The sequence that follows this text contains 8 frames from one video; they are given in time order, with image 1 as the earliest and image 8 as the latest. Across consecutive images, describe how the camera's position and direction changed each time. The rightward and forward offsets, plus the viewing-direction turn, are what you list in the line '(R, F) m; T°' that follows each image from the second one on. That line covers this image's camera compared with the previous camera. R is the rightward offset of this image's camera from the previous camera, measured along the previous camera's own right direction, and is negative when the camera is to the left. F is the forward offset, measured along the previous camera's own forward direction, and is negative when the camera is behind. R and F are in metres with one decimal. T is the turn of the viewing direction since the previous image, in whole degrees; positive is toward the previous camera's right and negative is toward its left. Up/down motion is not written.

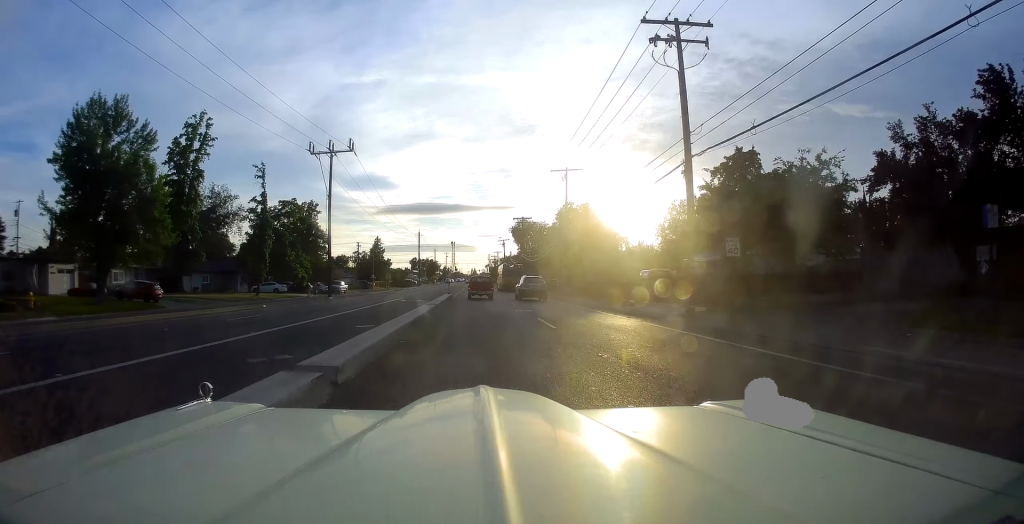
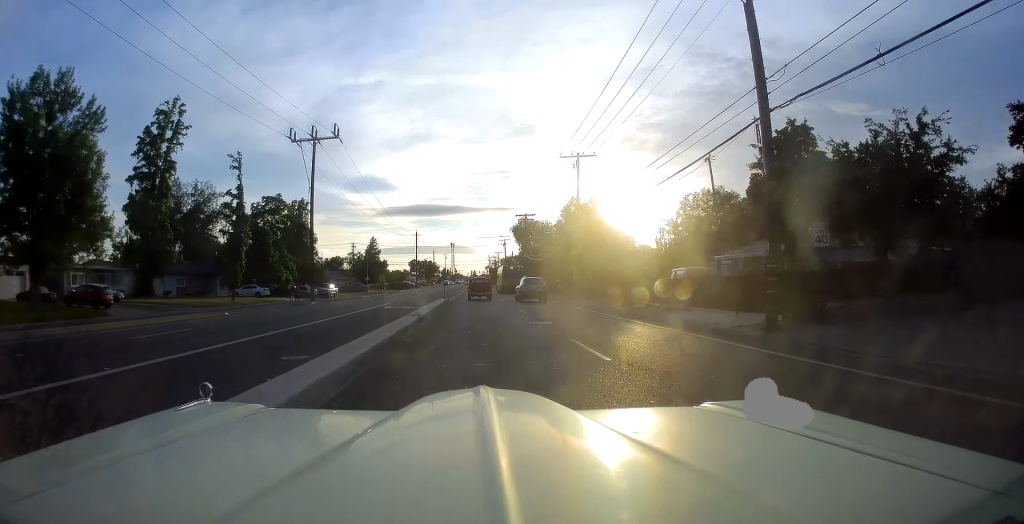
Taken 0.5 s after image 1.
(0.0, +6.6) m; +1°
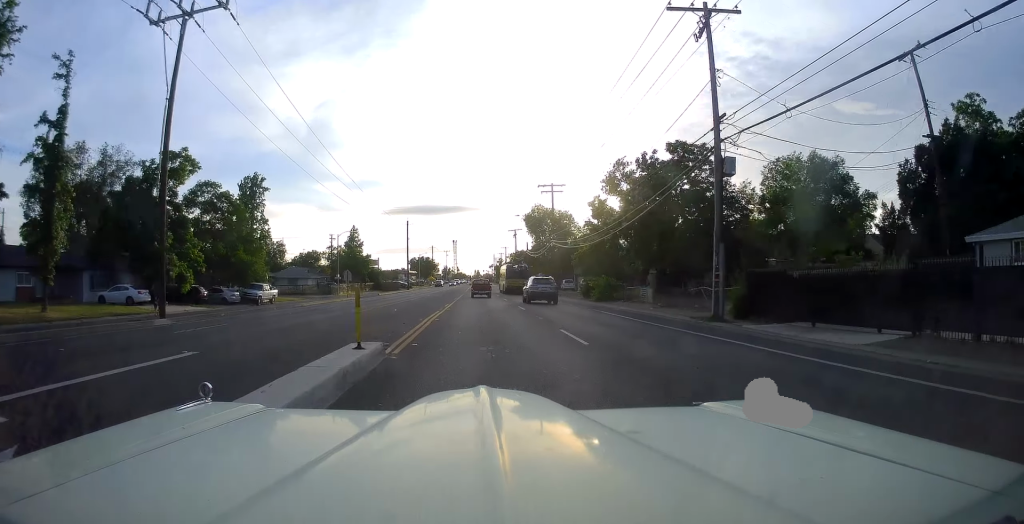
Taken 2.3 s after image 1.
(+0.5, +27.2) m; -1°
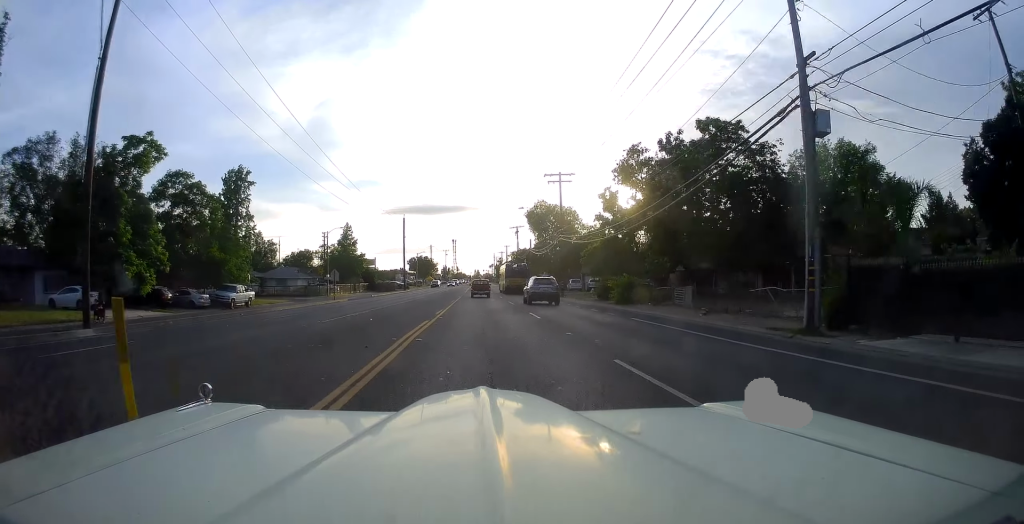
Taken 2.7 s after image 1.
(-0.4, +6.1) m; -1°
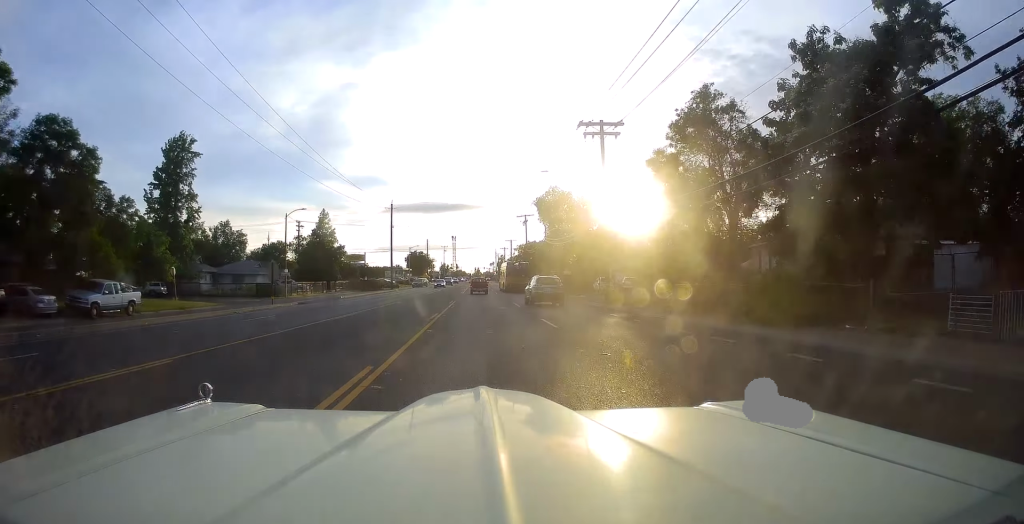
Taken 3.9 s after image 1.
(-0.1, +18.5) m; +1°
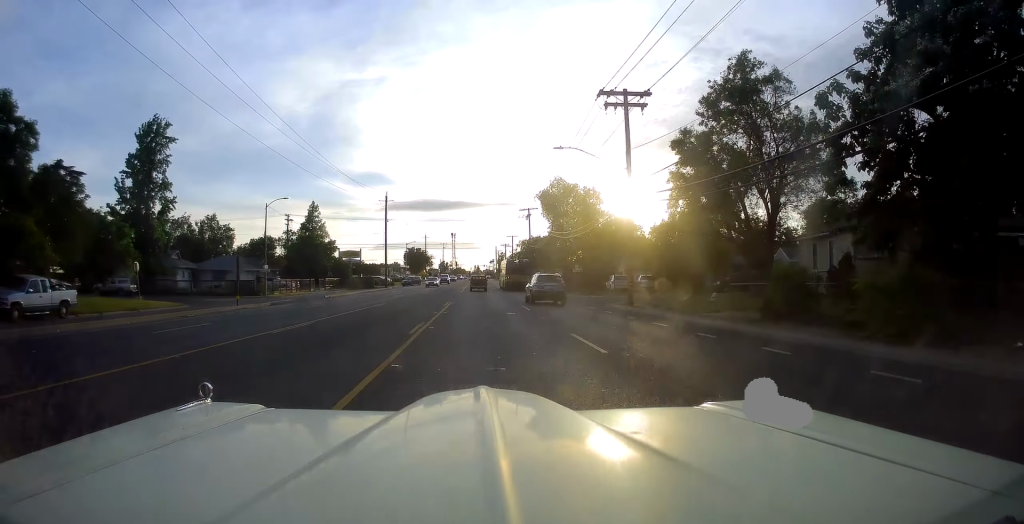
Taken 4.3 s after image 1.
(0.0, +6.3) m; 0°
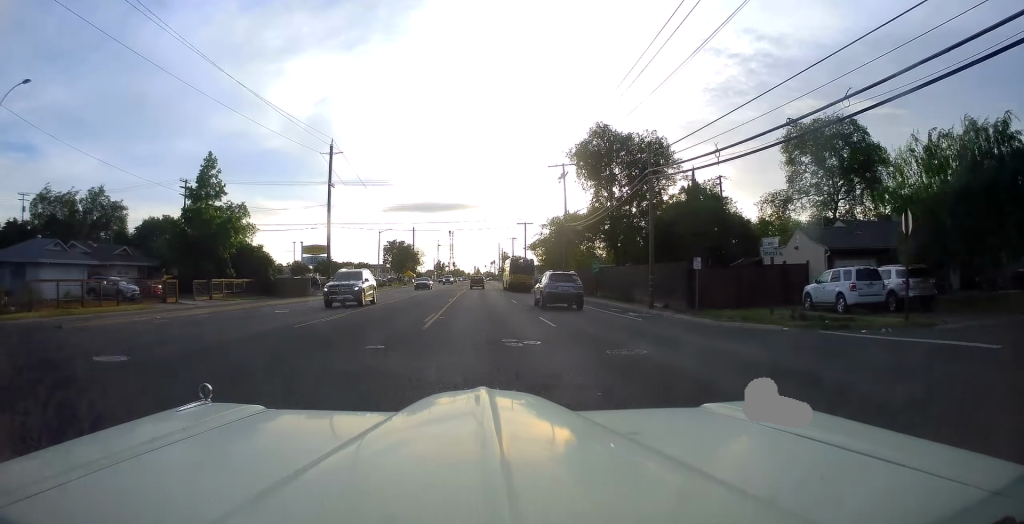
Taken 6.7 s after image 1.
(0.0, +37.0) m; 0°
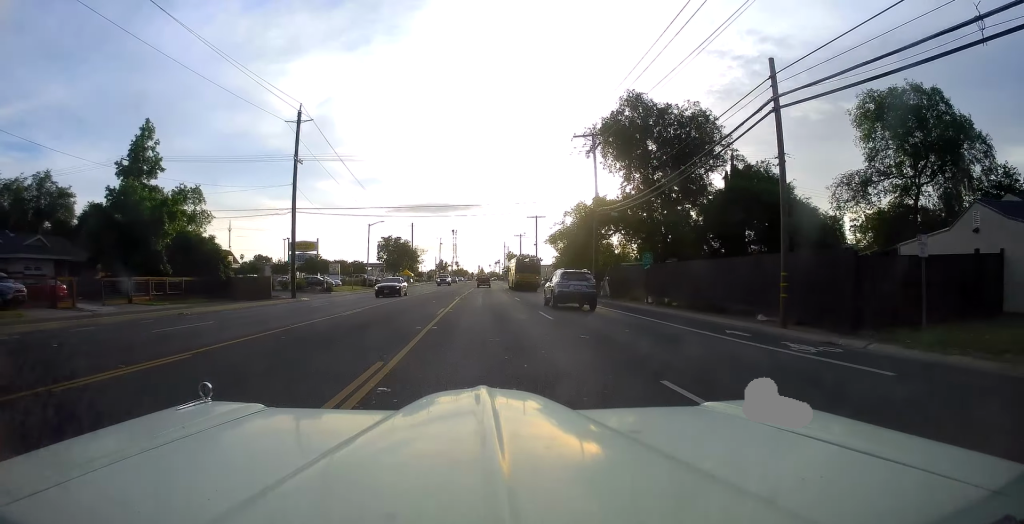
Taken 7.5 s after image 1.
(0.0, +12.7) m; 0°
